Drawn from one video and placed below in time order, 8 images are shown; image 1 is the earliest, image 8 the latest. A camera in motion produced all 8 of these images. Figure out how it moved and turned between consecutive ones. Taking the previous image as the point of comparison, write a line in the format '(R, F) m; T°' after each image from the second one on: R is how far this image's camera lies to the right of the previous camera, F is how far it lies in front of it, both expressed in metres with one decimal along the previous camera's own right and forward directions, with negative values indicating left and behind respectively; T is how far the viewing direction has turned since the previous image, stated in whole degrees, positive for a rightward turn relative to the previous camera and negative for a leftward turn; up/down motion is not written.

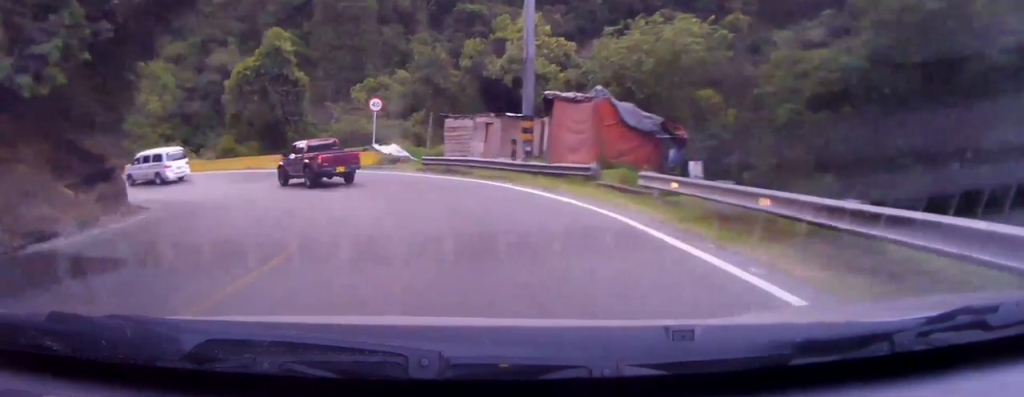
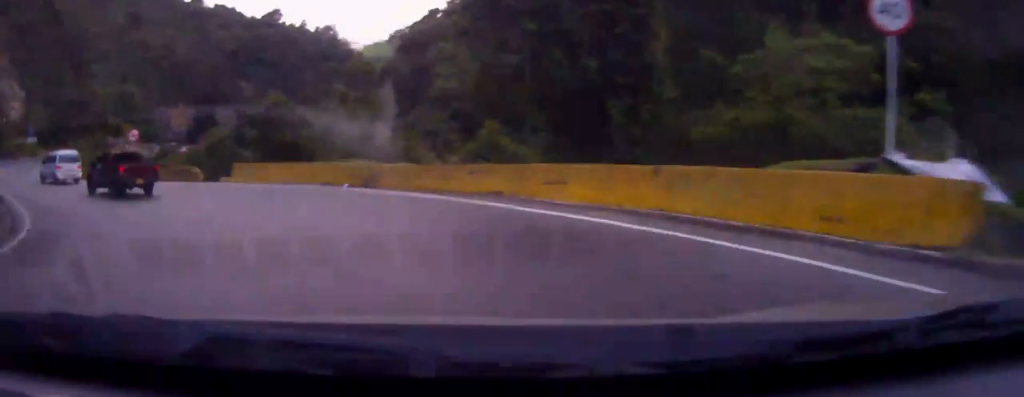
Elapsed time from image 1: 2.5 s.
(-7.3, +23.3) m; -37°
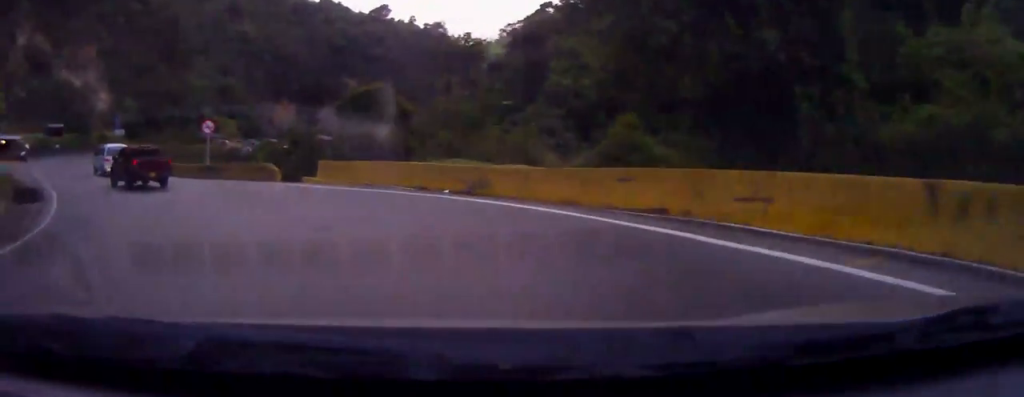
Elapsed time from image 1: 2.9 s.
(0.0, +4.2) m; -9°
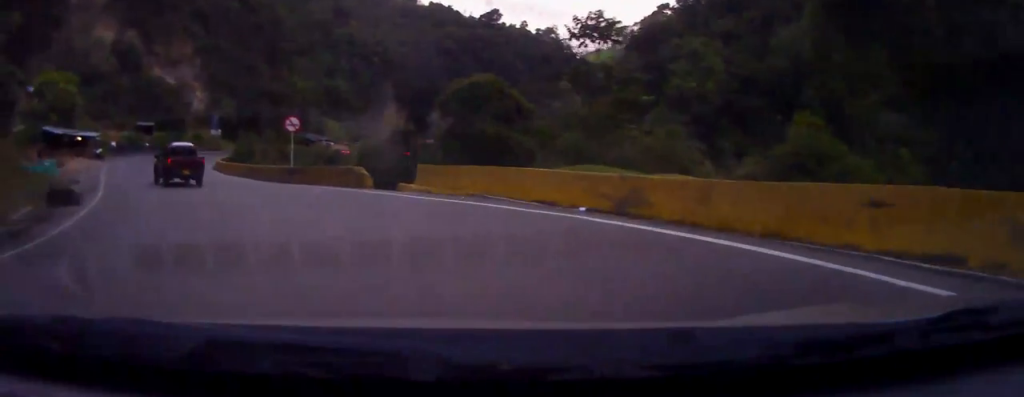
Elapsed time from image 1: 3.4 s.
(-0.1, +4.2) m; -9°
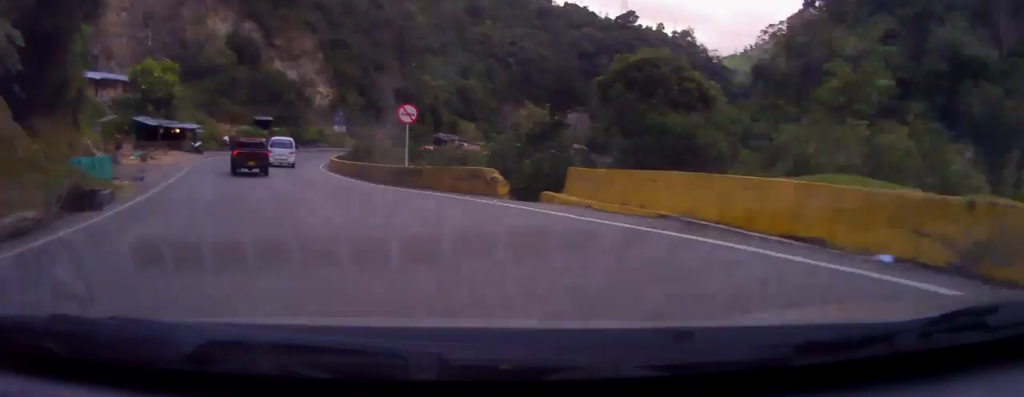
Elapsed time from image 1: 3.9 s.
(-1.1, +5.9) m; -10°
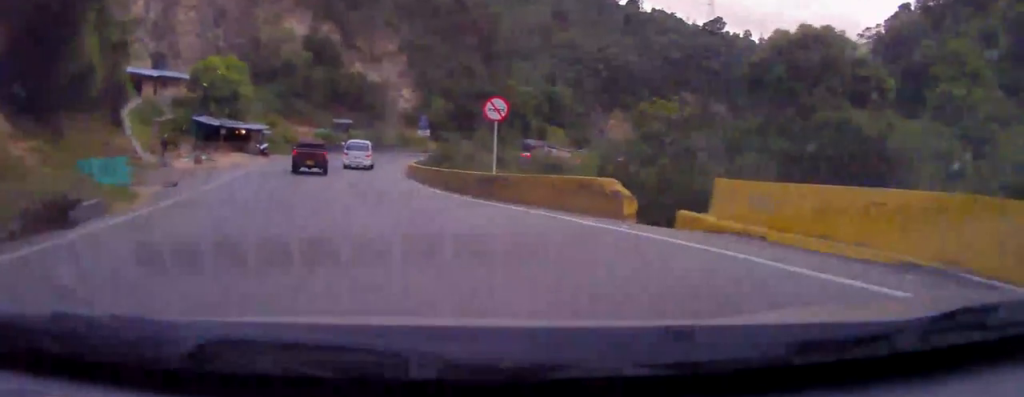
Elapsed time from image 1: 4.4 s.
(-0.3, +4.6) m; -6°
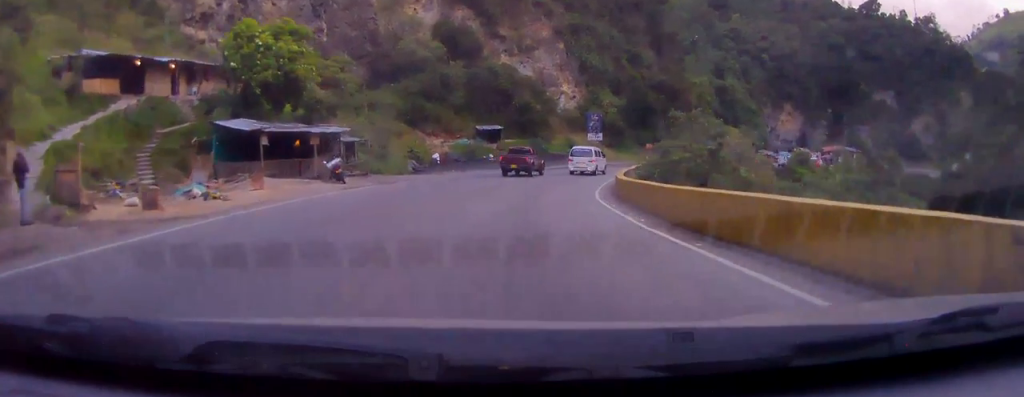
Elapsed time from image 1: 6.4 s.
(-2.8, +24.1) m; -8°
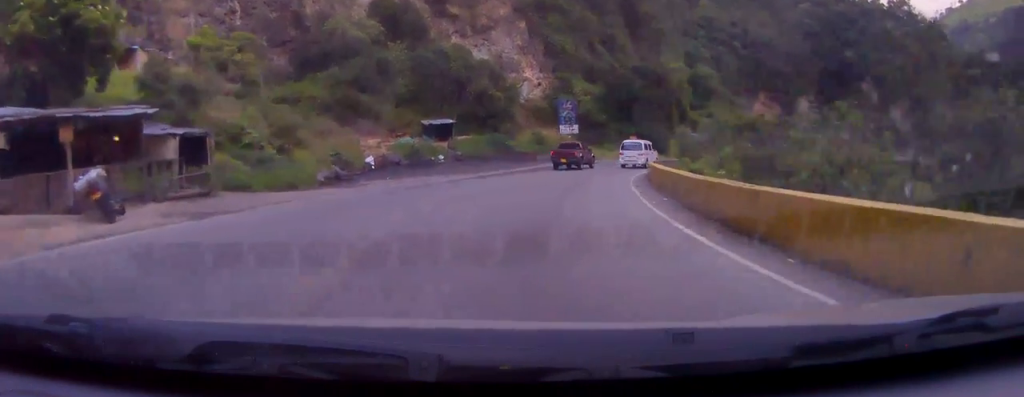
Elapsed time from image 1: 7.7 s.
(+0.2, +16.1) m; +3°
